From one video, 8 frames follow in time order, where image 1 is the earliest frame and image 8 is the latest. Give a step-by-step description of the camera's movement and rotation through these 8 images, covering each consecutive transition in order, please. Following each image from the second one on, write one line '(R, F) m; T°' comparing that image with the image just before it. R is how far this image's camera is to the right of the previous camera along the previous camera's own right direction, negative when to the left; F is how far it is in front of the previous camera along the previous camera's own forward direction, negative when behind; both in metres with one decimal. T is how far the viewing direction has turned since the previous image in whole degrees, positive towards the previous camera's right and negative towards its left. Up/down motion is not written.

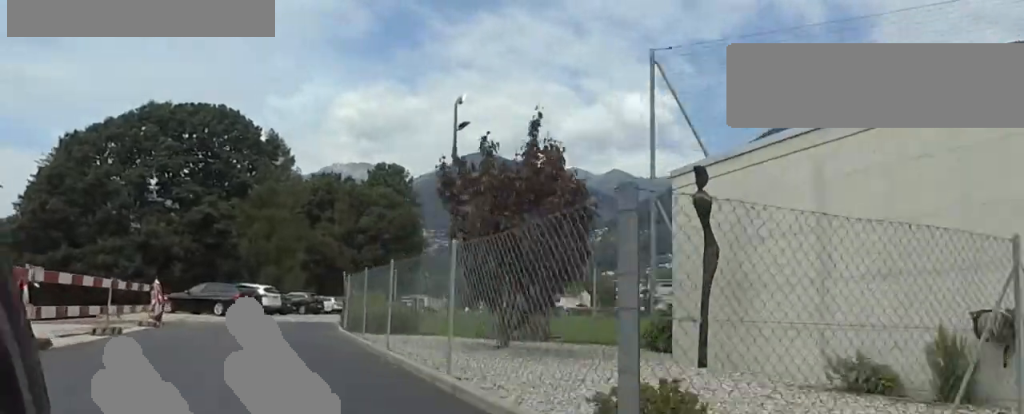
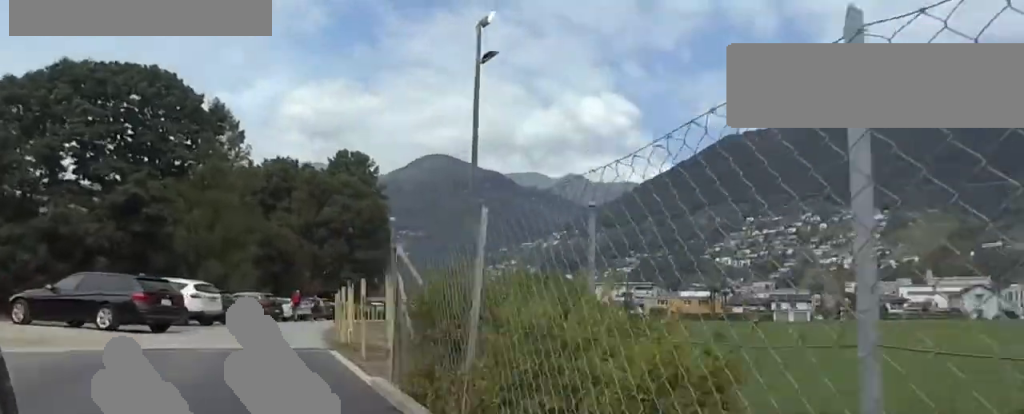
(+1.5, +10.9) m; +7°
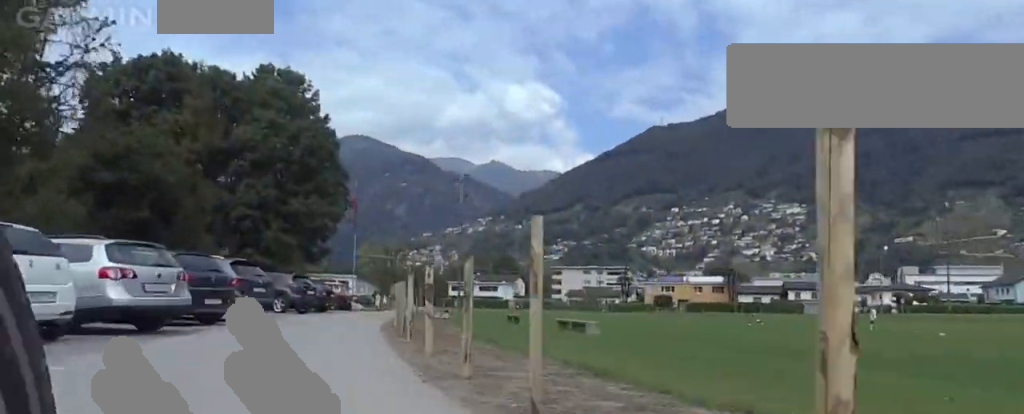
(+0.8, +30.2) m; +2°
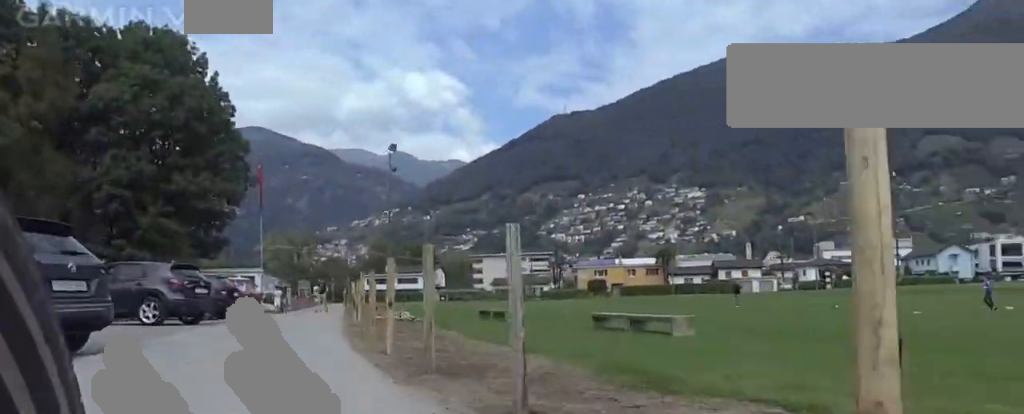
(0.0, +8.2) m; +3°
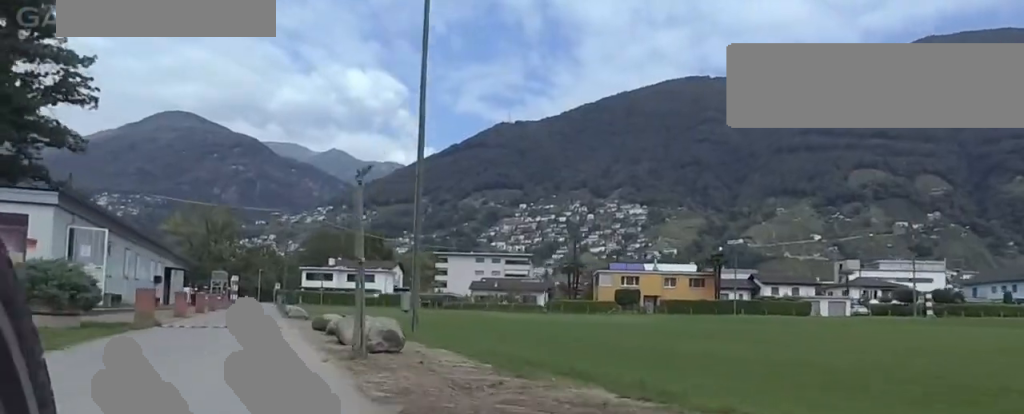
(+3.7, +29.8) m; +12°
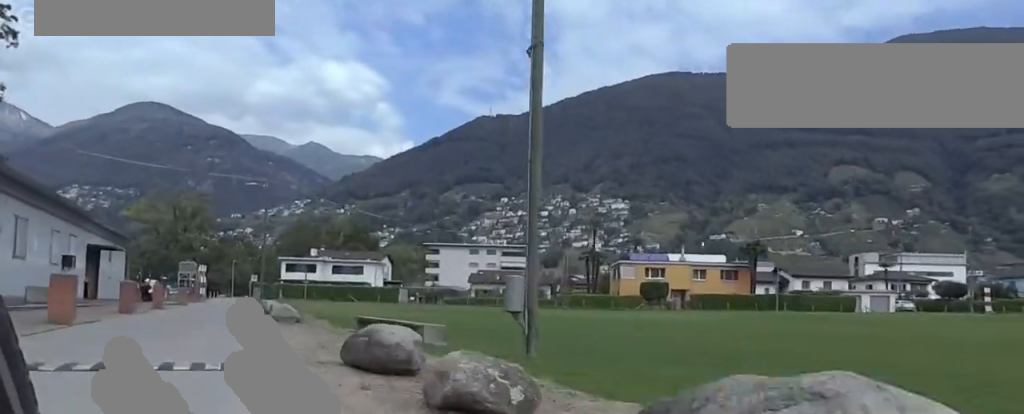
(+0.7, +9.7) m; -3°
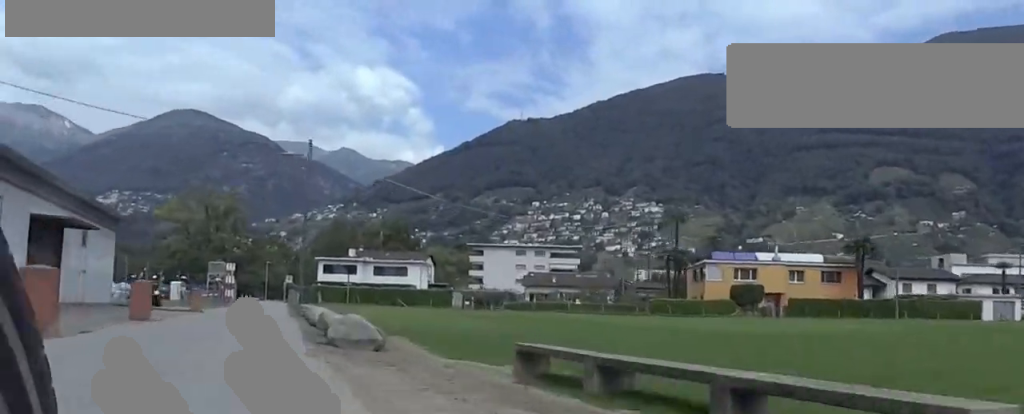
(-0.8, +9.7) m; -2°
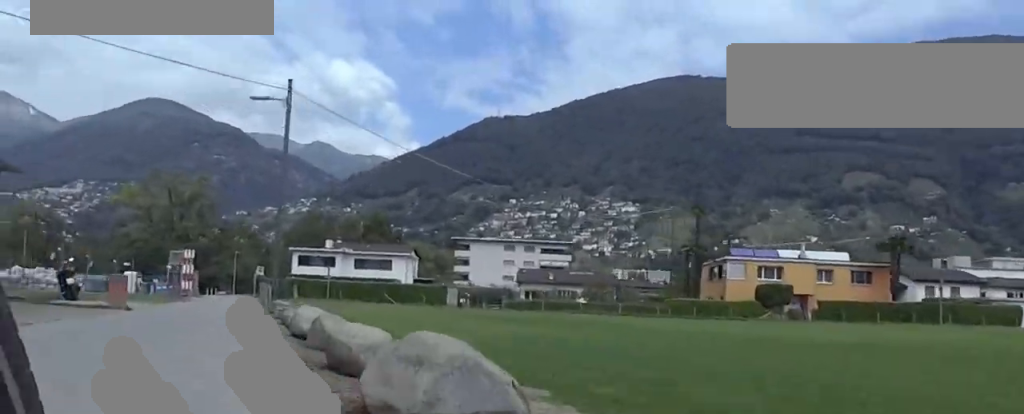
(-0.9, +7.2) m; -1°
